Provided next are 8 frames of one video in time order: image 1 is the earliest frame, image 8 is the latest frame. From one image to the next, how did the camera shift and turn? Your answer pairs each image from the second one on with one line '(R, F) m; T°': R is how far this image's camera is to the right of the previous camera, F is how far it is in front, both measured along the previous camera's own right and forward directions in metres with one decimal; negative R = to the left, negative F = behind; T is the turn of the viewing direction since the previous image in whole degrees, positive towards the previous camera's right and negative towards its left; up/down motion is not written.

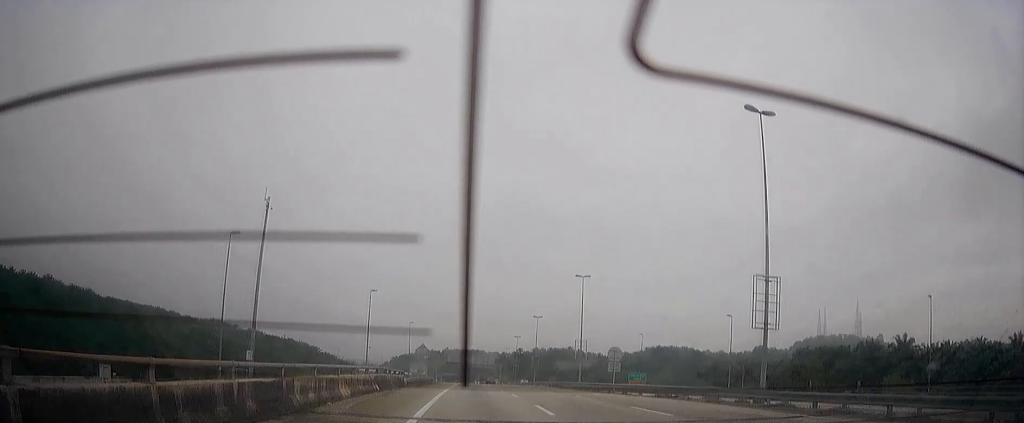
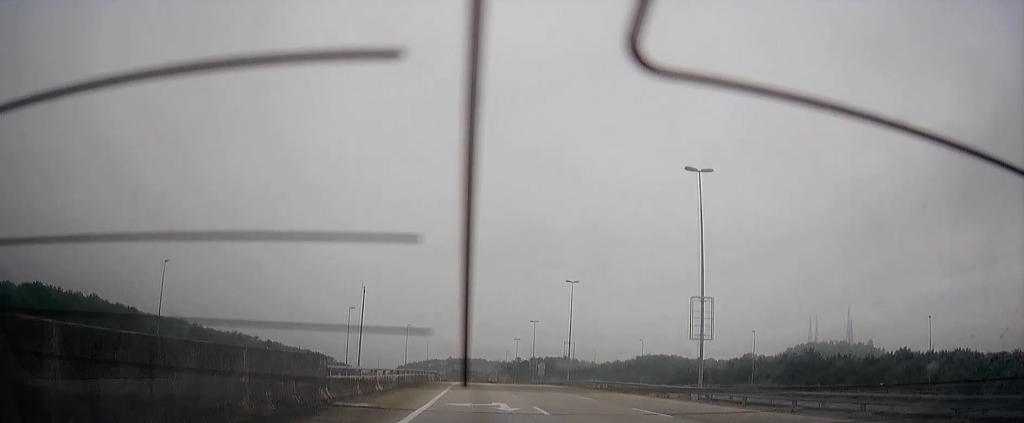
(0.0, +48.0) m; 0°
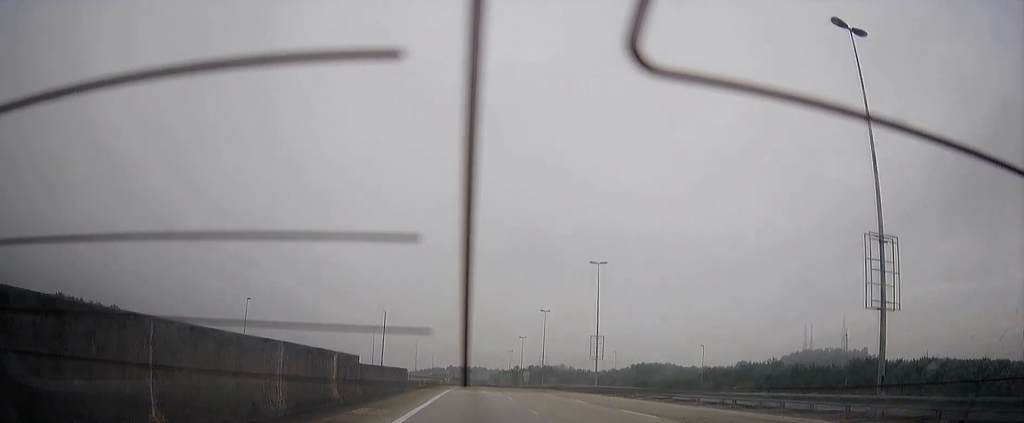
(+0.1, +24.7) m; 0°
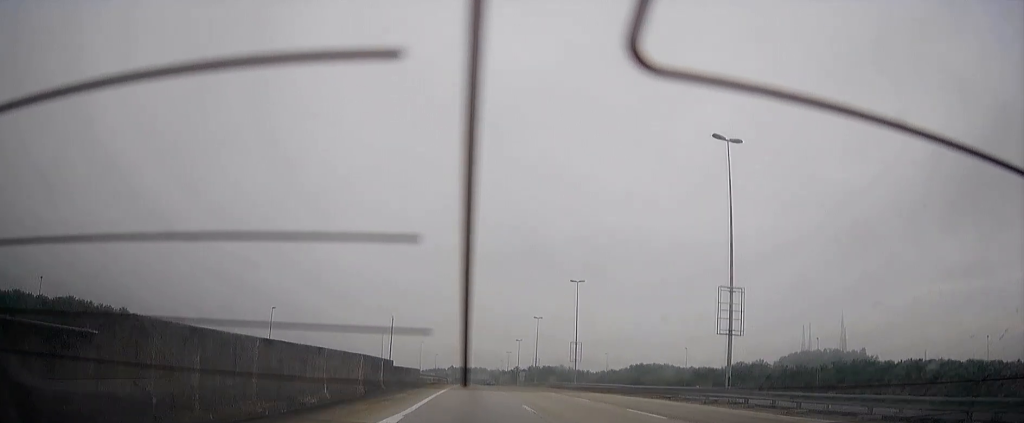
(0.0, +10.9) m; 0°
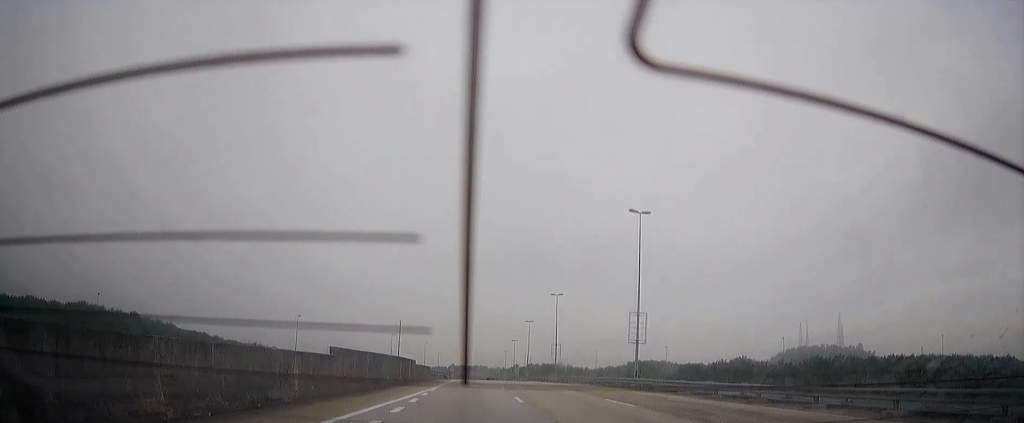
(0.0, +13.8) m; 0°
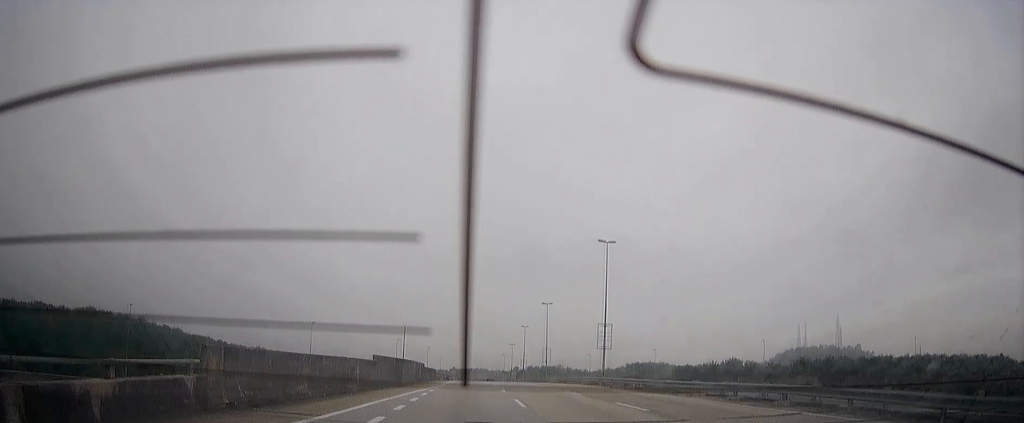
(0.0, +10.9) m; 0°
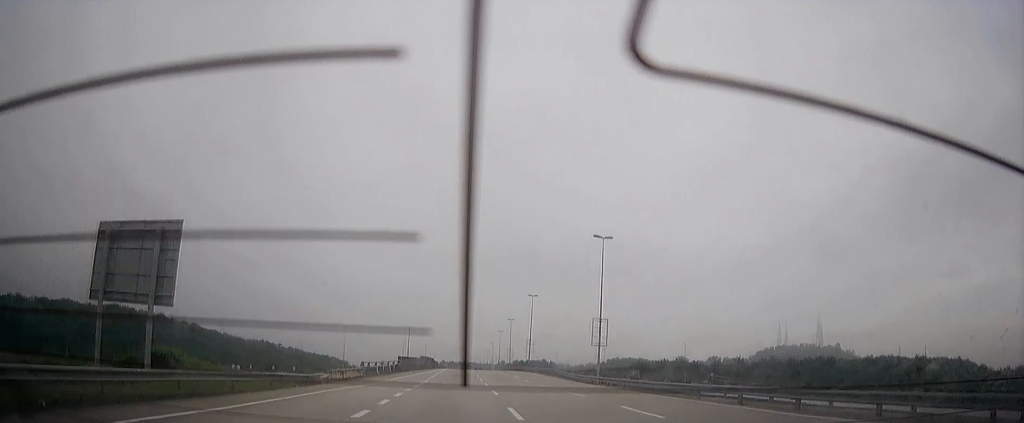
(-0.2, +45.8) m; -1°
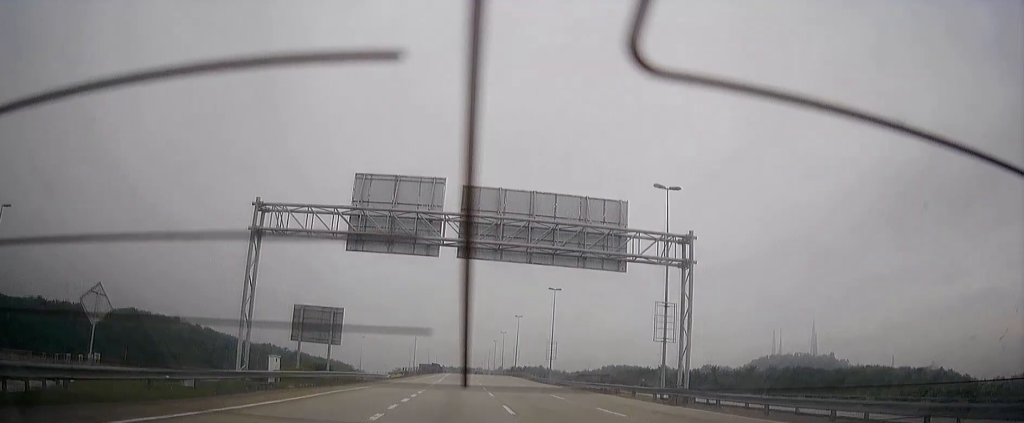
(-0.1, +27.2) m; 0°
